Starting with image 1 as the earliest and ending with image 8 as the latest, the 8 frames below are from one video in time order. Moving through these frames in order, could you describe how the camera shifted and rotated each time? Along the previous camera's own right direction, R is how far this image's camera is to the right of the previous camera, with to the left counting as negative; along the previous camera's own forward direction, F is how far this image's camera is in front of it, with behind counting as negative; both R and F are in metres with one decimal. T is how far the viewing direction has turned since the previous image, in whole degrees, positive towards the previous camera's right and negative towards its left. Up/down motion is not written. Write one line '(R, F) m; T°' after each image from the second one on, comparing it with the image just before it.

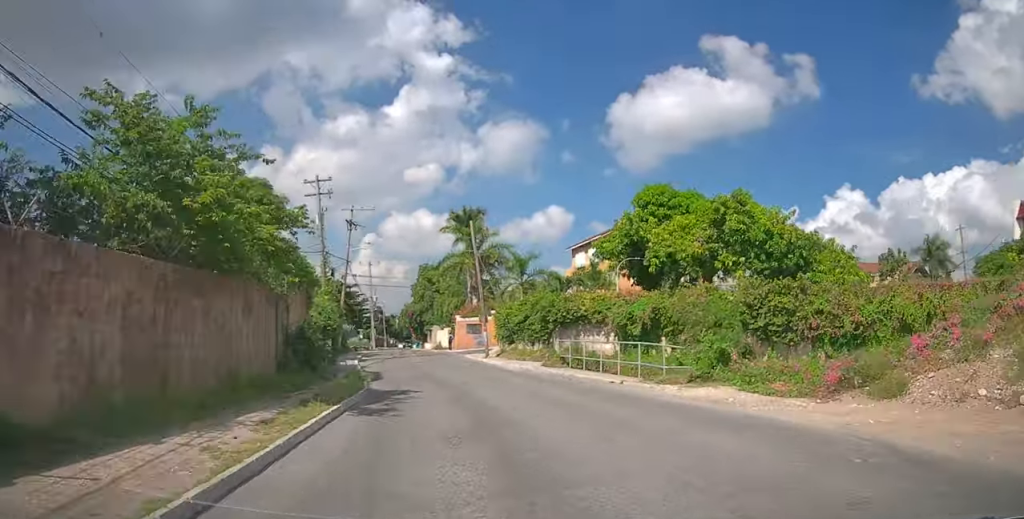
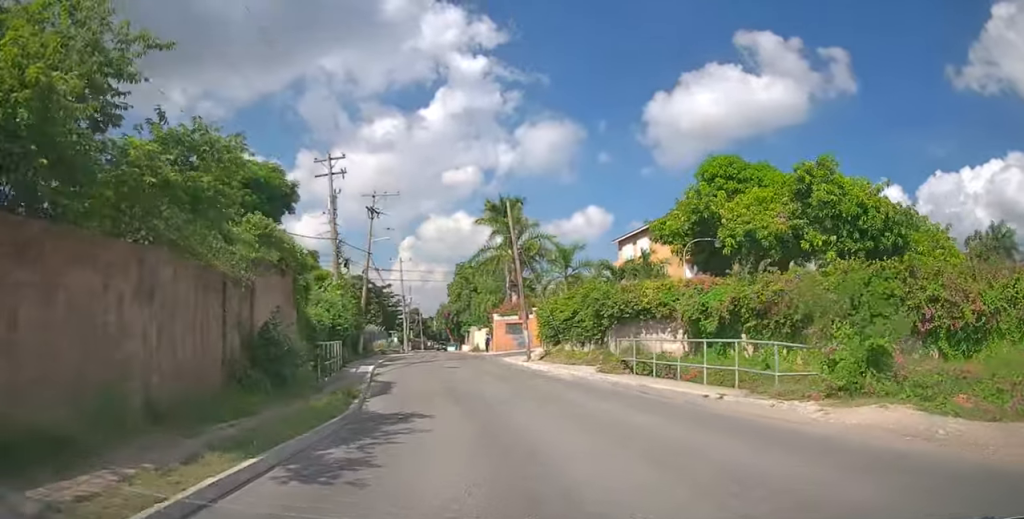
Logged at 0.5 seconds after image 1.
(-0.3, +4.6) m; -4°
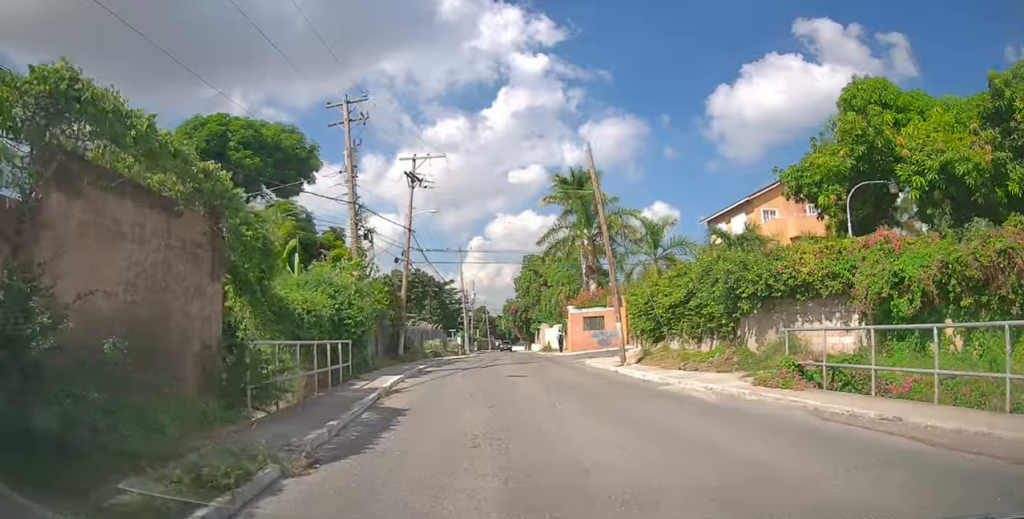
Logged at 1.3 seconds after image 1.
(-0.4, +7.3) m; -6°
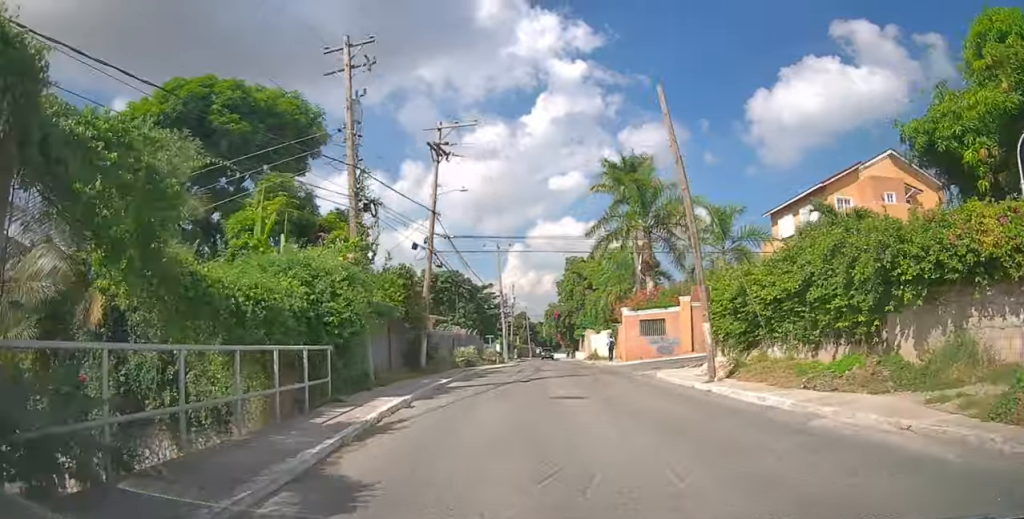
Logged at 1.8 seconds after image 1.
(-0.1, +5.1) m; -3°
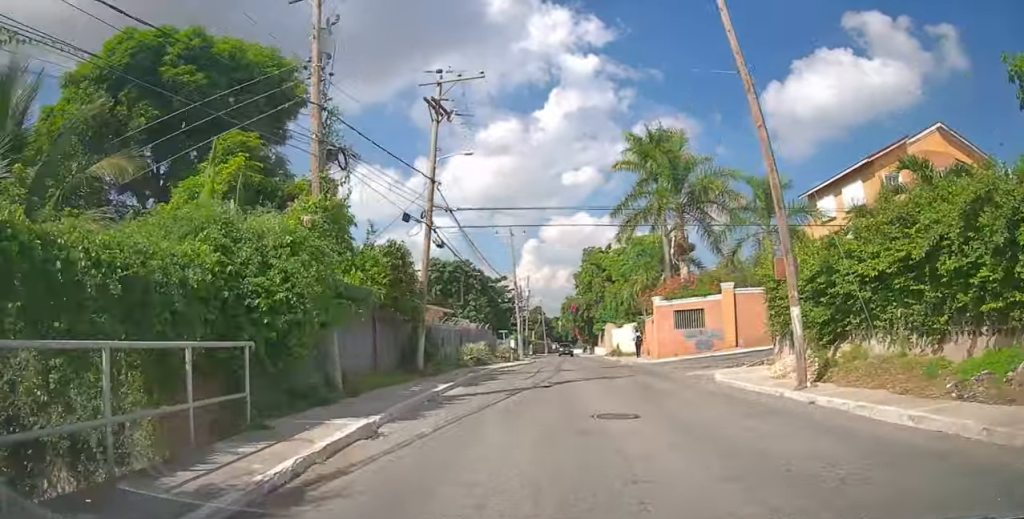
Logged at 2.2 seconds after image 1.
(-0.1, +4.1) m; -2°
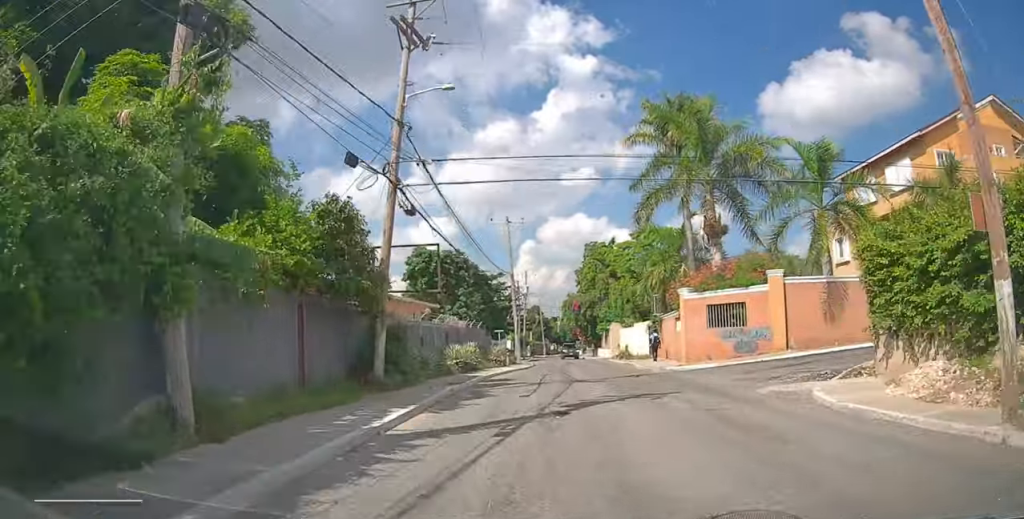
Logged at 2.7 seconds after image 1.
(-0.2, +5.5) m; -2°
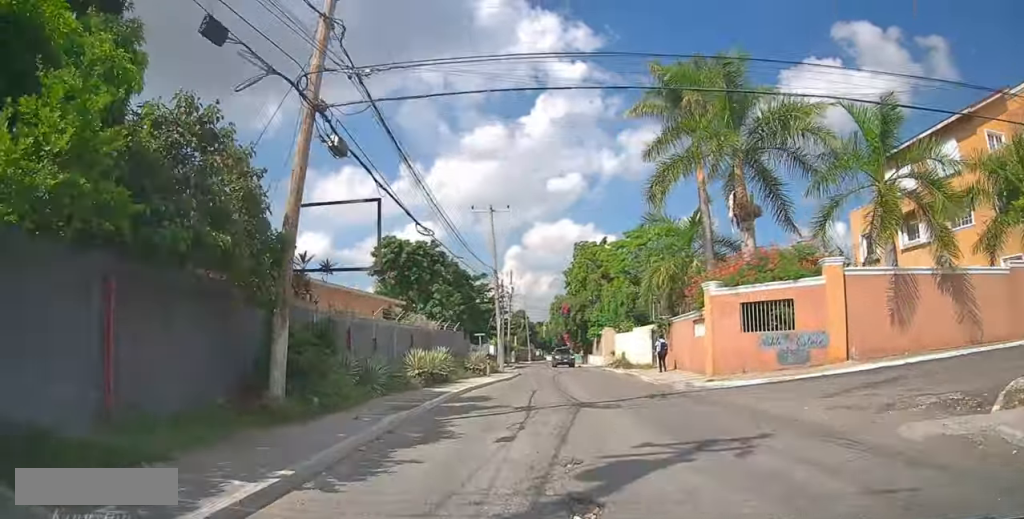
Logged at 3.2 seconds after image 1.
(-0.1, +5.4) m; -1°
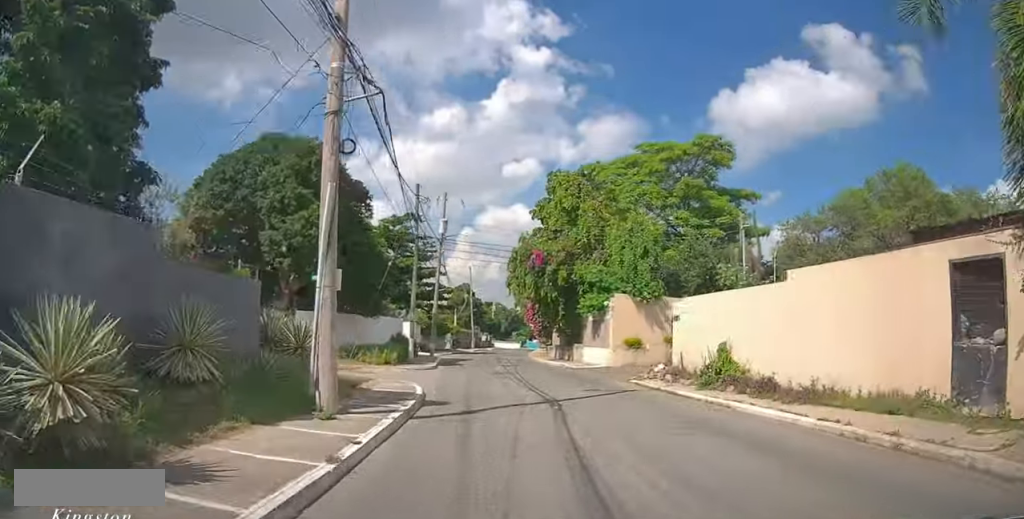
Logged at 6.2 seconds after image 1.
(+0.5, +27.6) m; +5°
